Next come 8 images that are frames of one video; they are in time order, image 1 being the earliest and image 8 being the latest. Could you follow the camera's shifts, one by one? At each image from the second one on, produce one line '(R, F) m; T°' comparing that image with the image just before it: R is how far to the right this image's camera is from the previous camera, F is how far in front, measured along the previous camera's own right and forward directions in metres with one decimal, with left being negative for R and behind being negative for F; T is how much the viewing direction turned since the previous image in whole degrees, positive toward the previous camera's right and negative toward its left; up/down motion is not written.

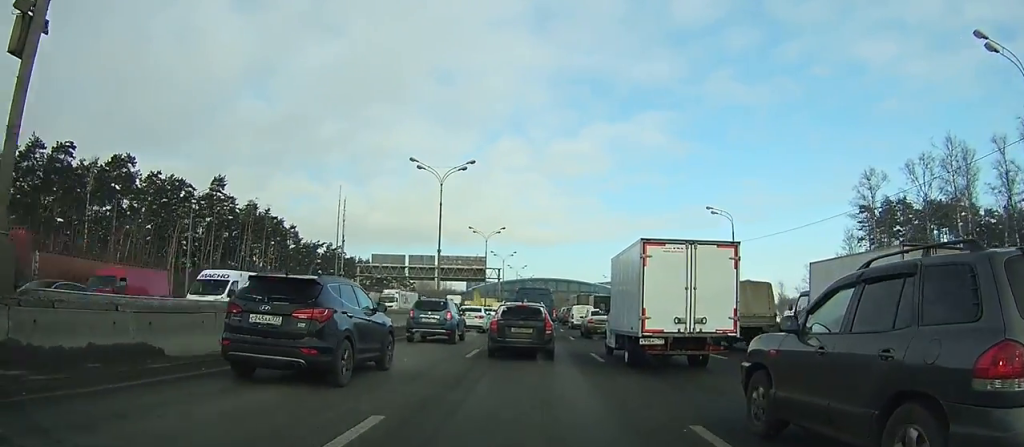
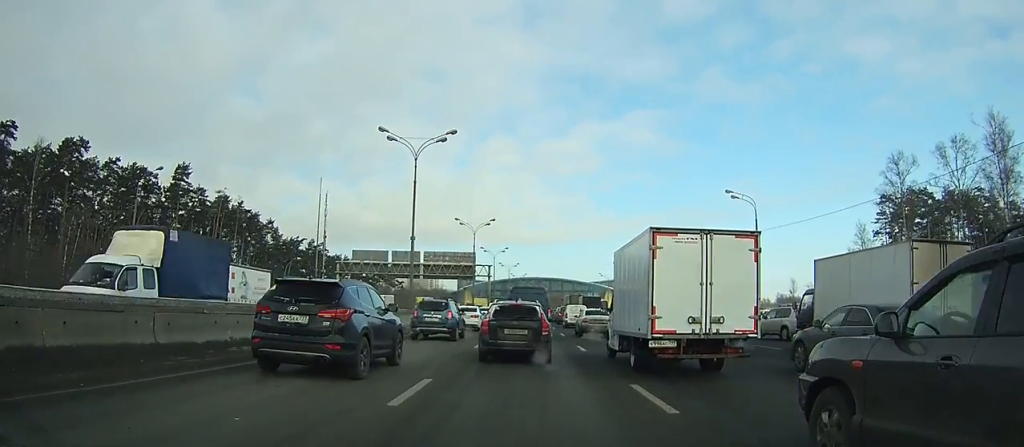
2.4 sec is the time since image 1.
(0.0, +8.2) m; +1°
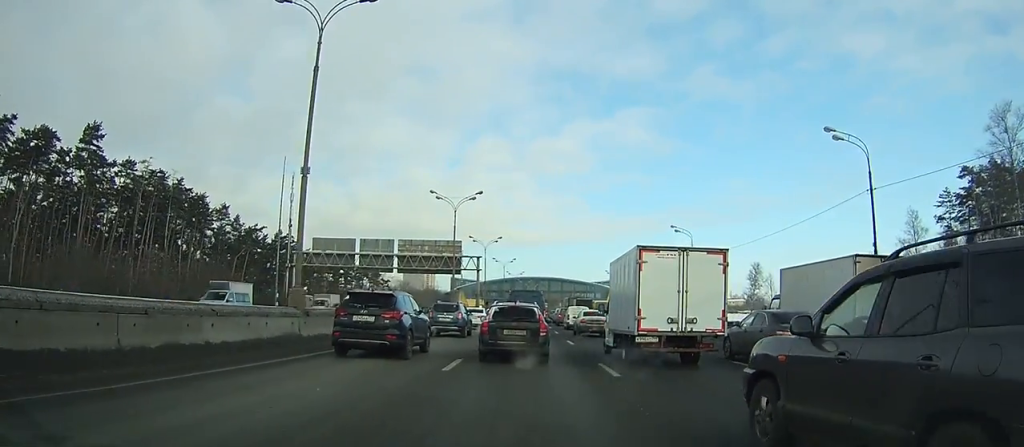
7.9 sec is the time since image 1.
(+0.2, +20.0) m; +1°
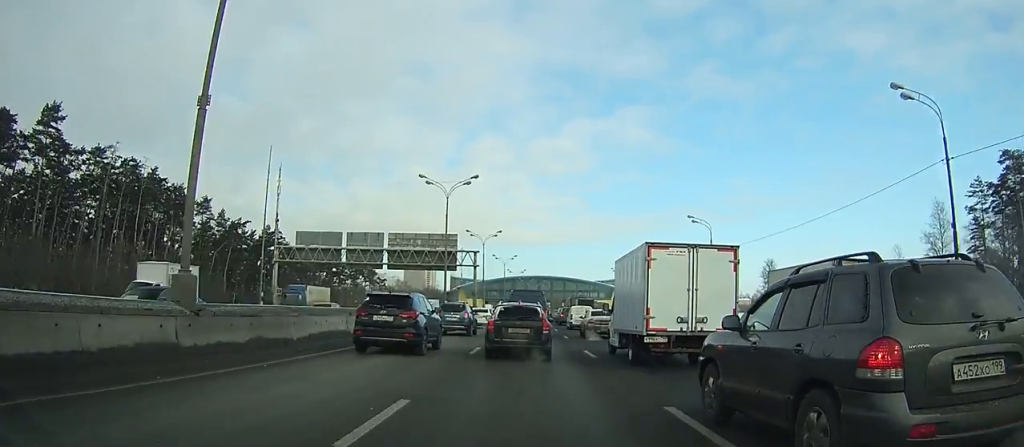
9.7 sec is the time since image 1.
(0.0, +7.0) m; 0°
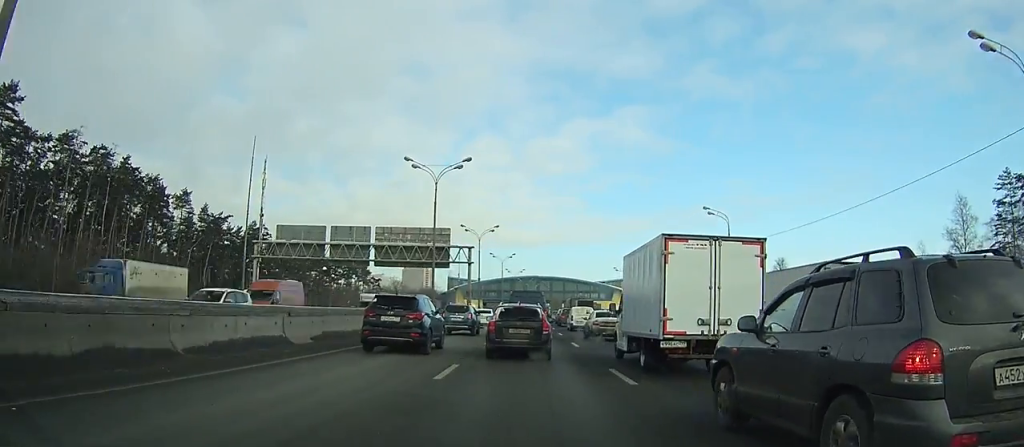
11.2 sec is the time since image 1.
(0.0, +6.3) m; 0°
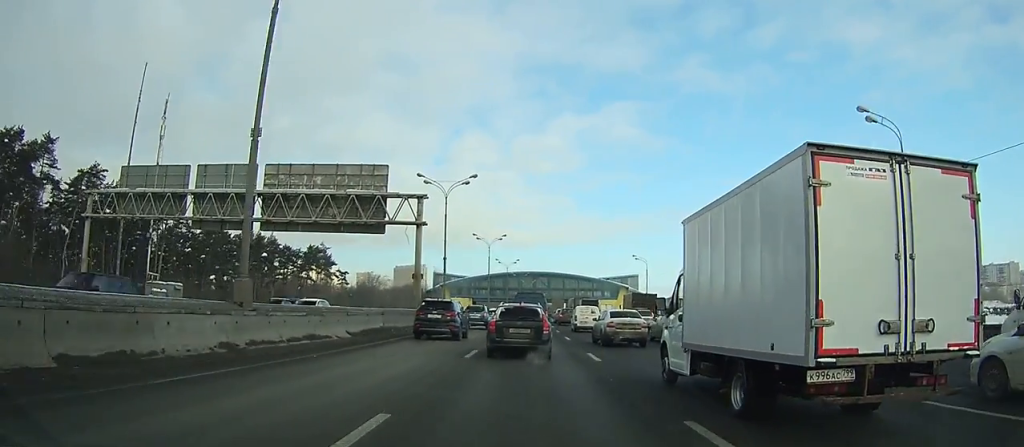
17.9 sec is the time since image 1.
(+0.1, +30.7) m; +1°
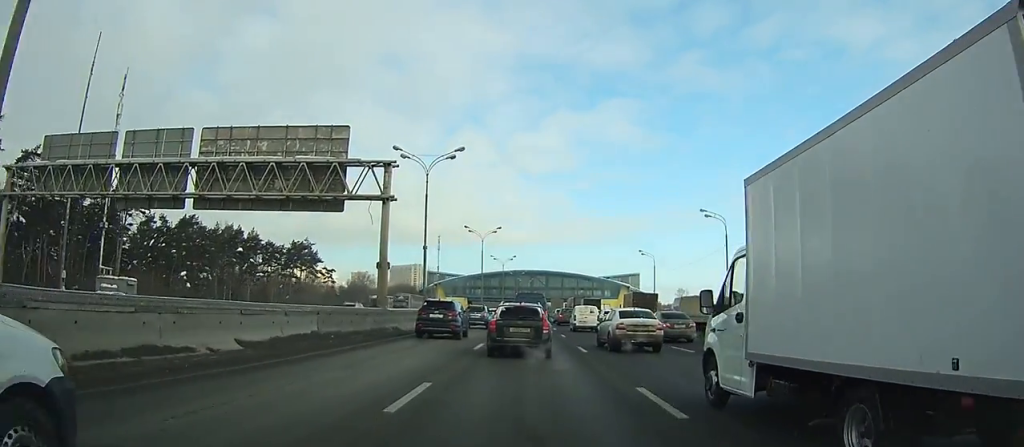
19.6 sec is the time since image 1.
(+0.1, +8.5) m; 0°
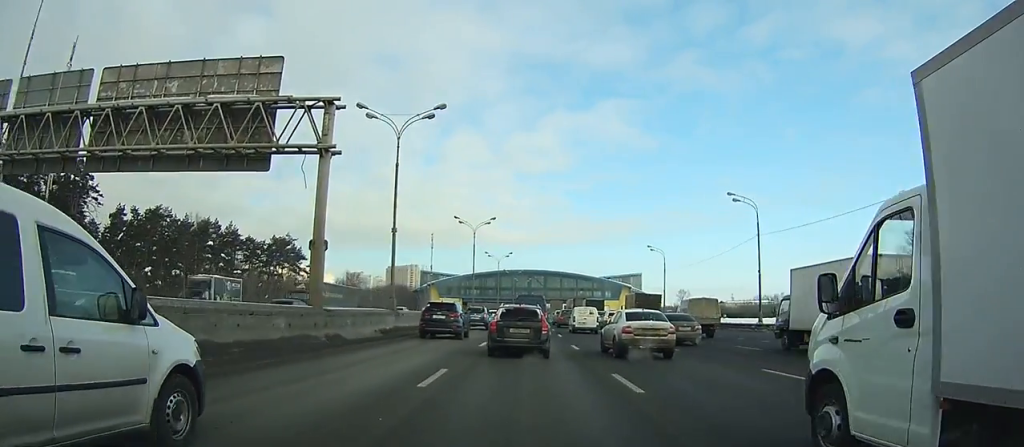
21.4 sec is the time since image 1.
(+0.1, +9.1) m; 0°
